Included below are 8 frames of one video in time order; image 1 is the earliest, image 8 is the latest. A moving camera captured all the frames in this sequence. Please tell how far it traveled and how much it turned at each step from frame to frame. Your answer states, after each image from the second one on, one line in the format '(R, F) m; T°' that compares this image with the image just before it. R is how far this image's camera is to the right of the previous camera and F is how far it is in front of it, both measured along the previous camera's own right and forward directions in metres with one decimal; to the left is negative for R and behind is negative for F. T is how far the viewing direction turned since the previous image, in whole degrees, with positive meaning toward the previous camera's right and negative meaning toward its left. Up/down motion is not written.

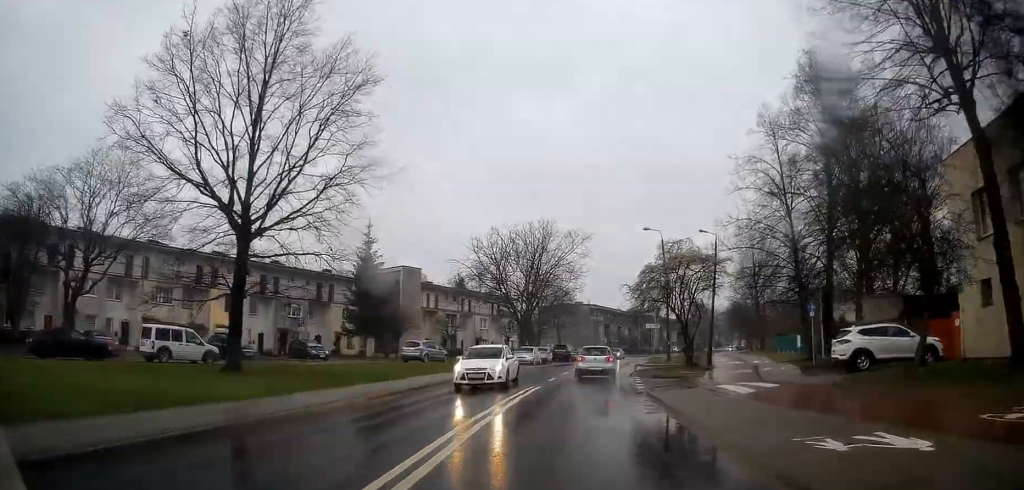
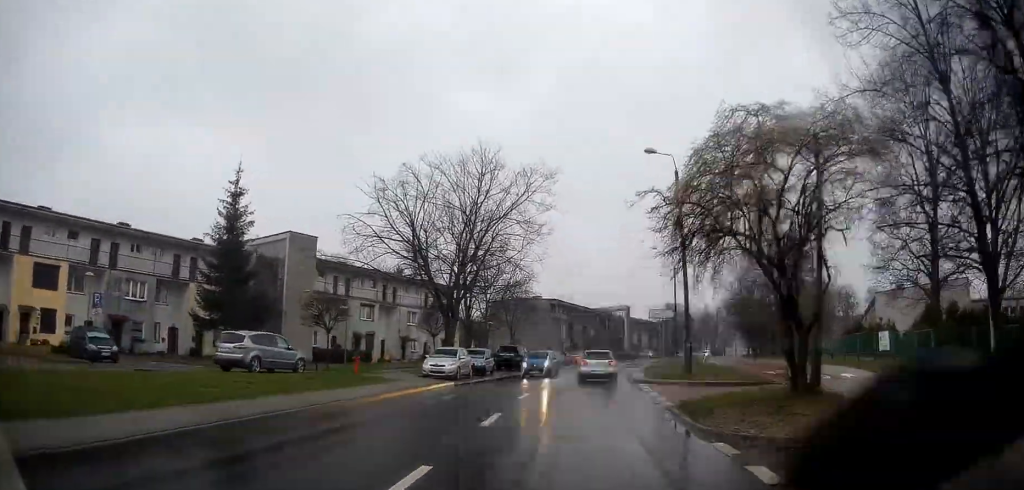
(+0.6, +20.7) m; +3°
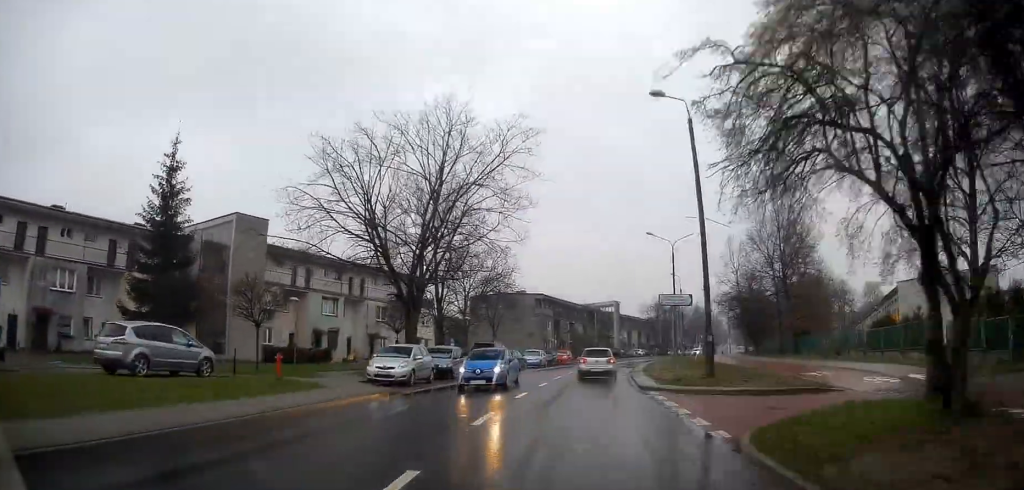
(+0.1, +6.7) m; +1°
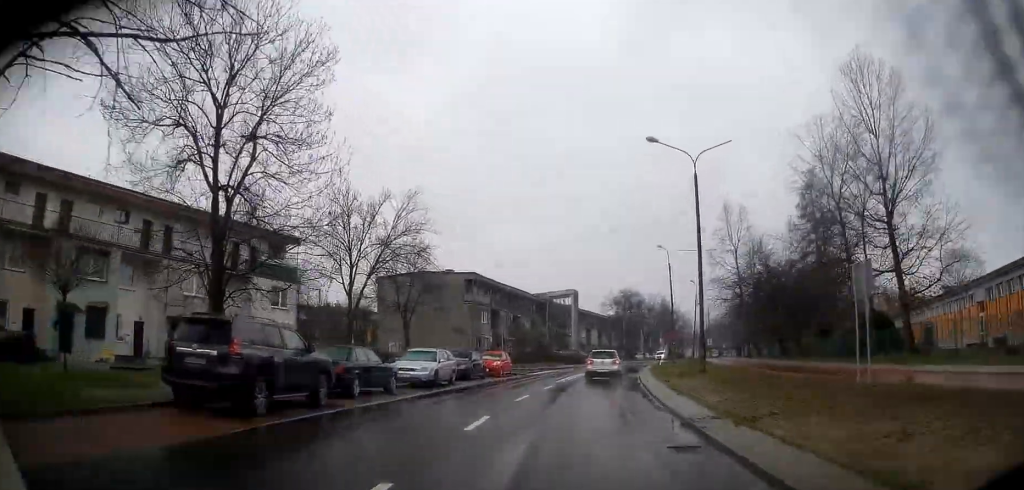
(+1.1, +25.6) m; +5°
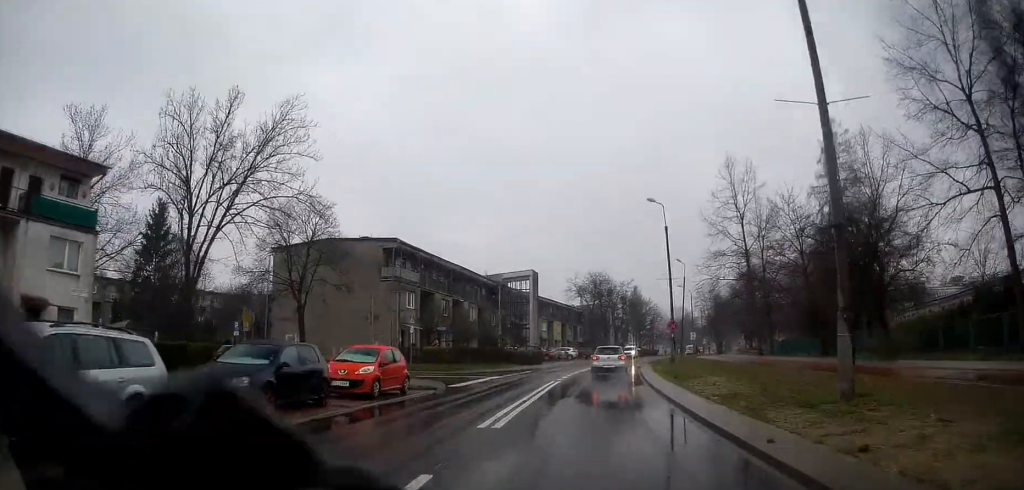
(+0.4, +18.0) m; +3°
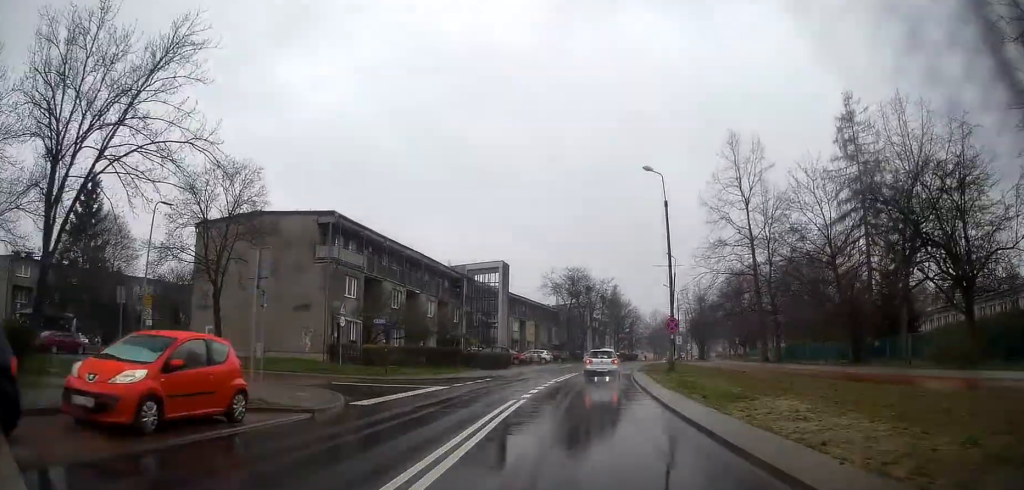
(+0.1, +8.9) m; +2°
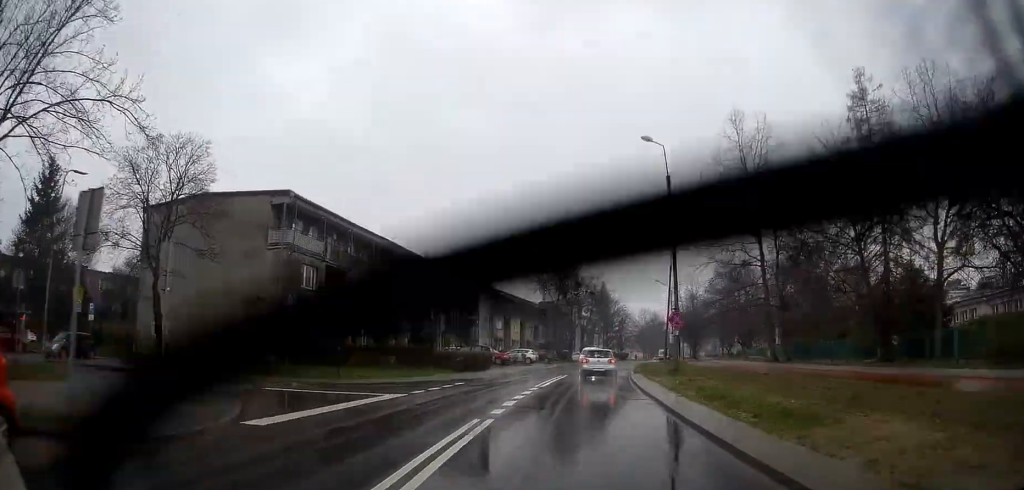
(0.0, +5.1) m; +1°
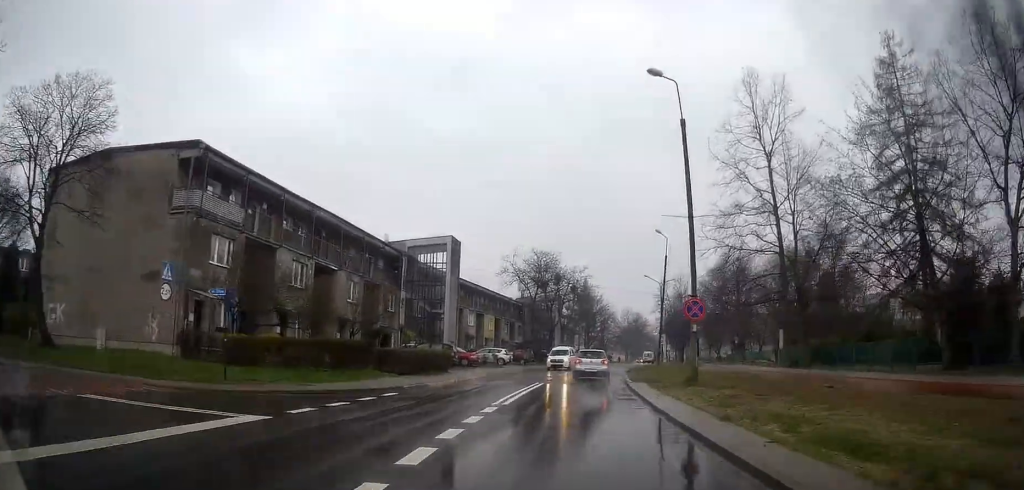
(+0.1, +8.0) m; +2°
